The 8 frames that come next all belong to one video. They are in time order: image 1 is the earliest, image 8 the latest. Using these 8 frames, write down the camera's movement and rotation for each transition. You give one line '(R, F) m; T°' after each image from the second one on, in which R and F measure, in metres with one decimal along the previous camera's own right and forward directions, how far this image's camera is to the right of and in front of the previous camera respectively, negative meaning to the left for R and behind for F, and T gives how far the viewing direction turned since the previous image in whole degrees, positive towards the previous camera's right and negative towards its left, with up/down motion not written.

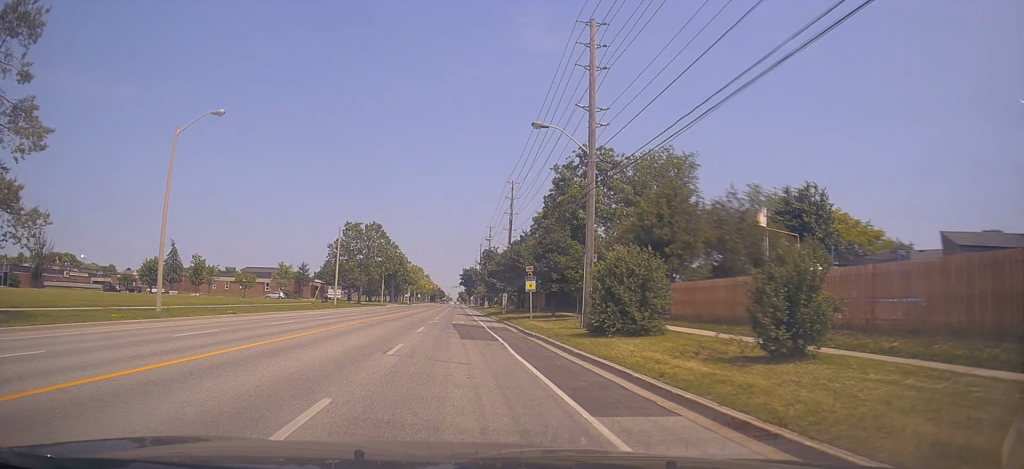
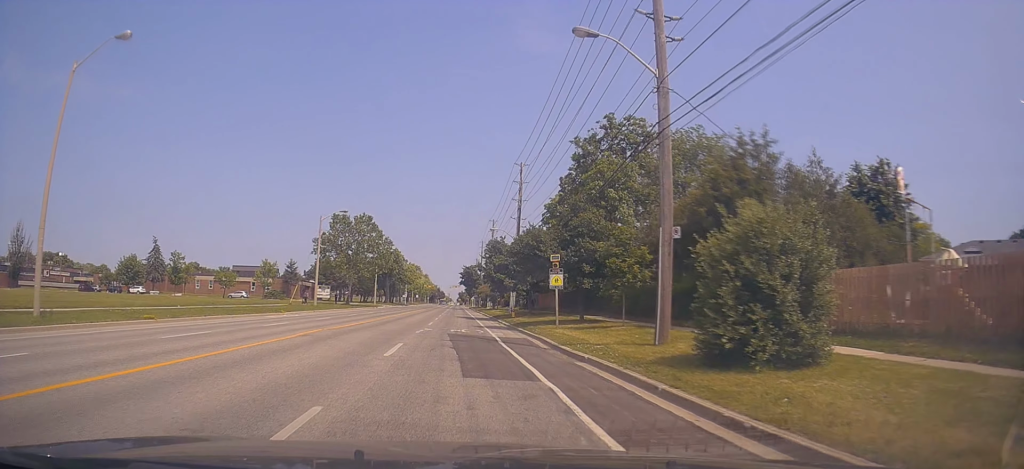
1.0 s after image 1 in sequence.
(+0.1, +9.4) m; +1°
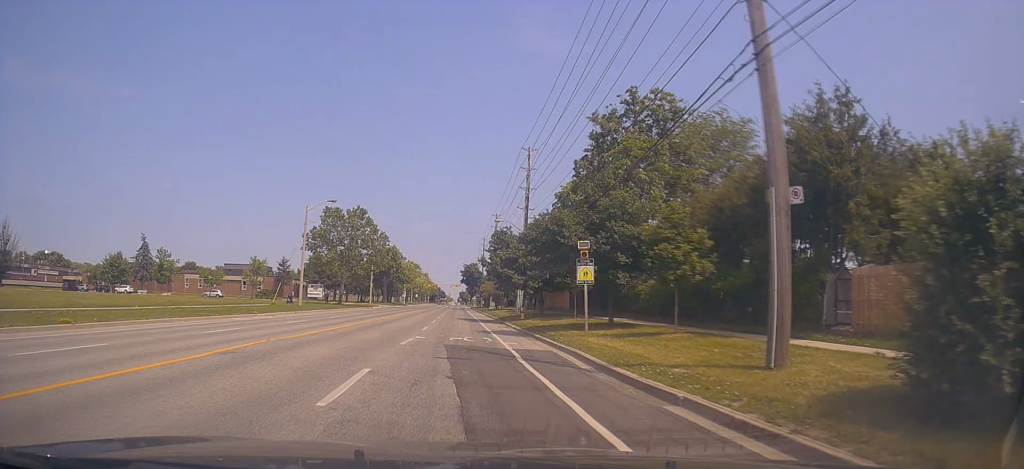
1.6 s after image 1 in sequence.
(+0.2, +5.5) m; 0°
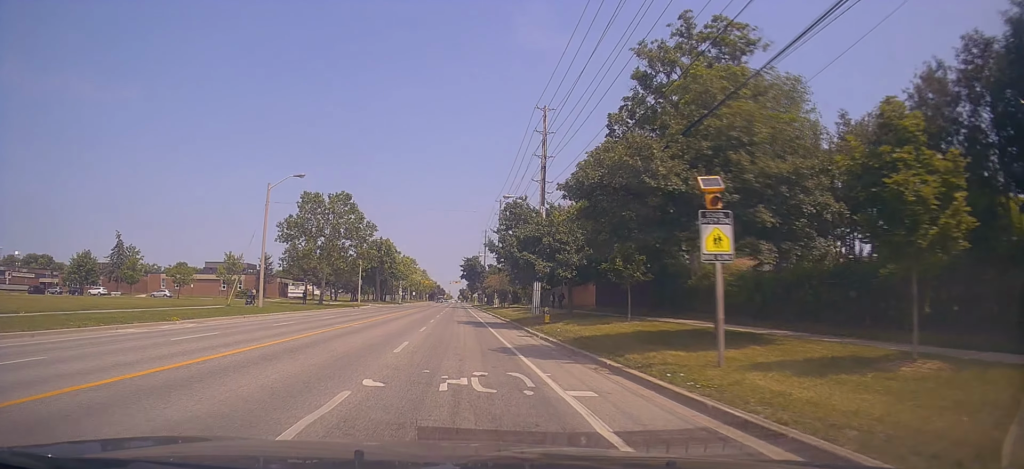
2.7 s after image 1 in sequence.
(-0.4, +10.7) m; -1°
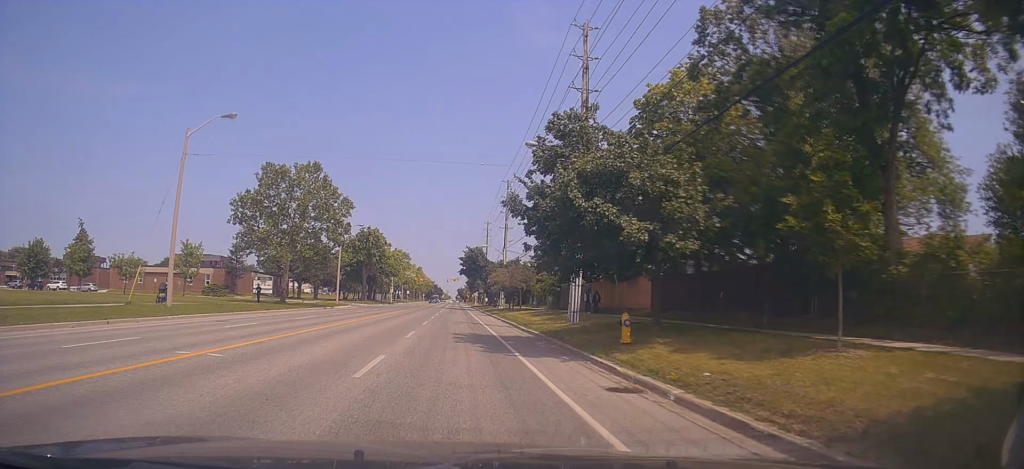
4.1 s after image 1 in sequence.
(+0.2, +13.4) m; -1°
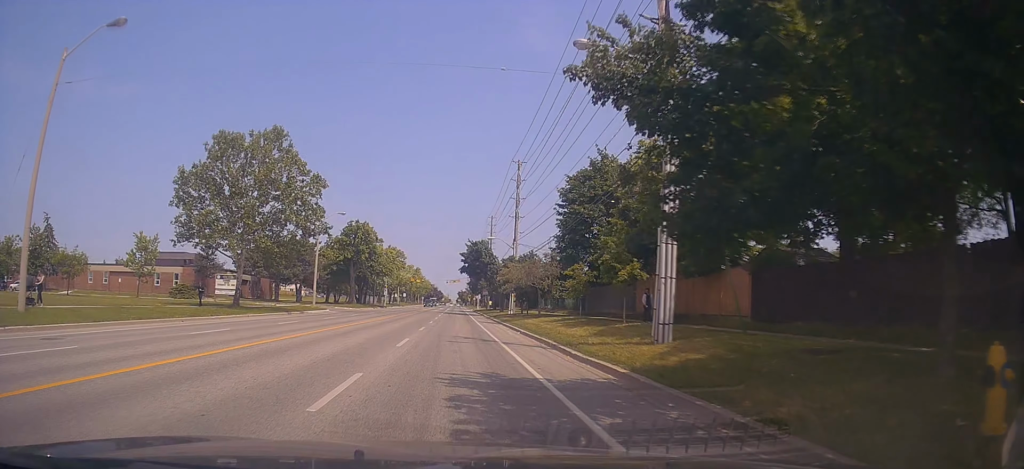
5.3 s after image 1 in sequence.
(-0.5, +11.4) m; -1°
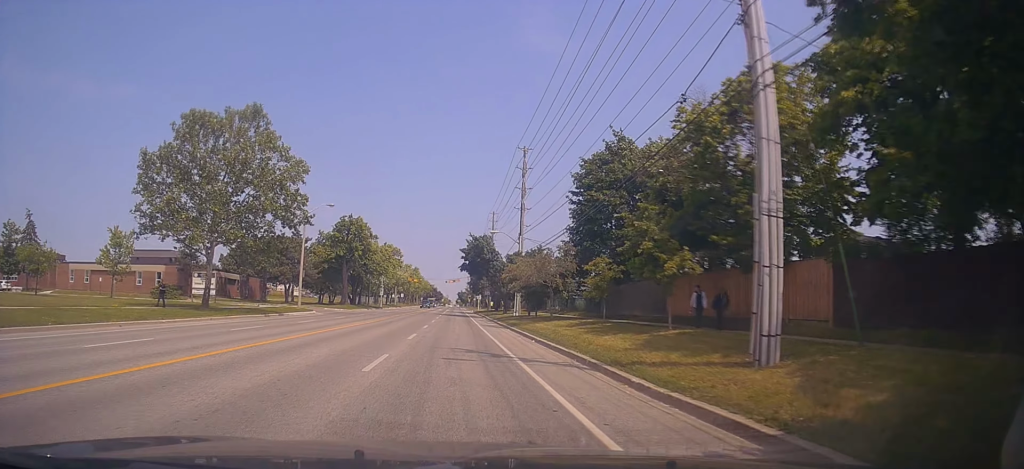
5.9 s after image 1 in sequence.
(+0.1, +5.1) m; +2°
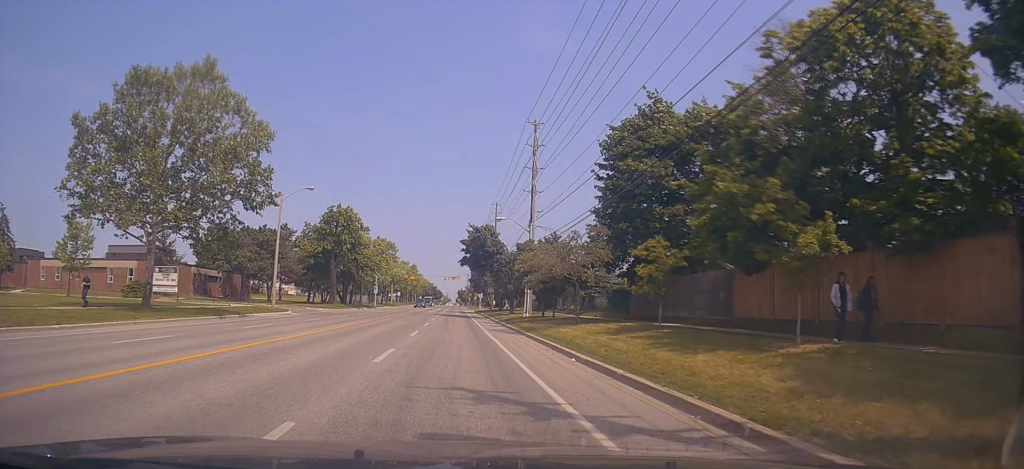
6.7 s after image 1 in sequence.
(+0.3, +7.0) m; +3°
